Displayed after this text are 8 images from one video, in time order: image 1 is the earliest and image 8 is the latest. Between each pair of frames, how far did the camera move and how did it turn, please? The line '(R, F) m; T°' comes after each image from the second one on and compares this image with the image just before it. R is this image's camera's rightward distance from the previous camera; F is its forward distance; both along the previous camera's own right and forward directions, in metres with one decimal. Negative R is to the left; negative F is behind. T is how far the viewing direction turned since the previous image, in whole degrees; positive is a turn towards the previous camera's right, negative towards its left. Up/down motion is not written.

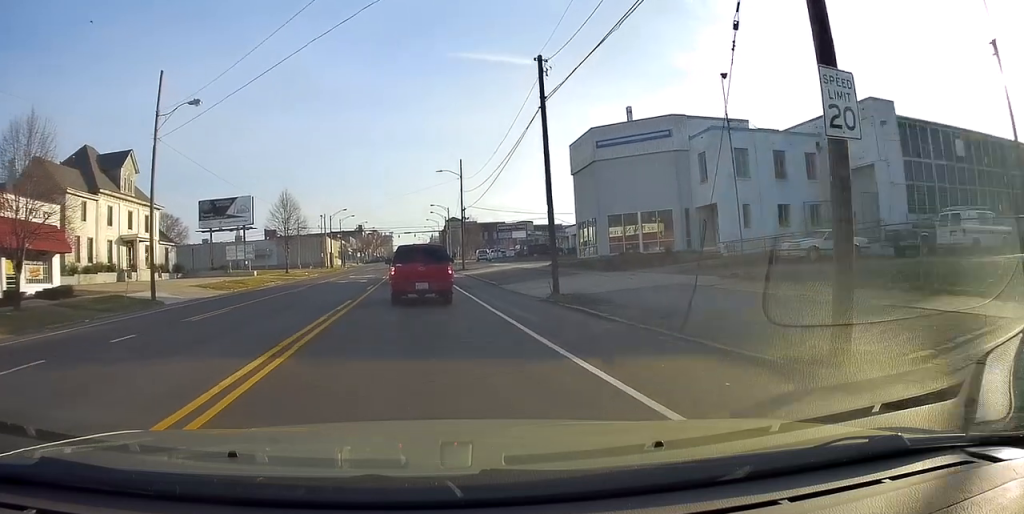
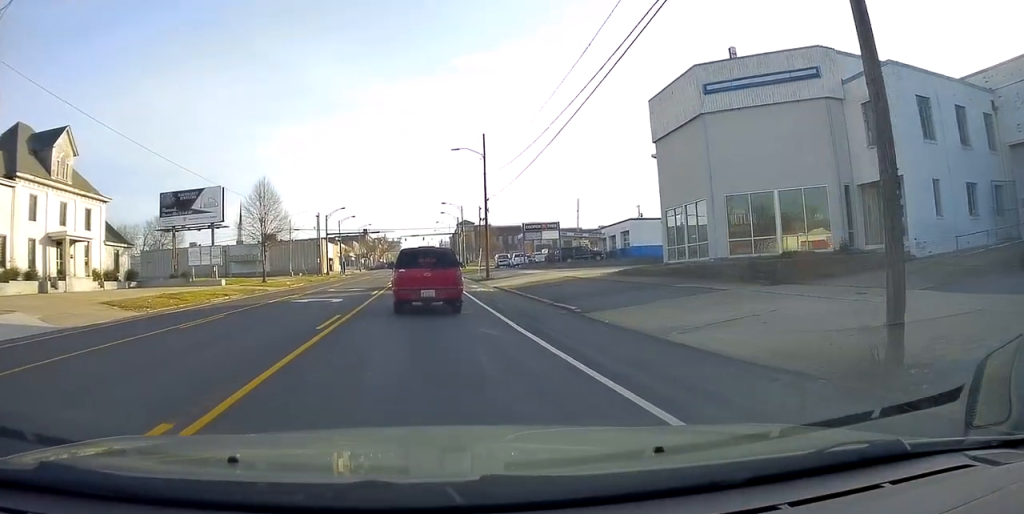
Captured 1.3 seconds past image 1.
(-0.2, +13.4) m; 0°
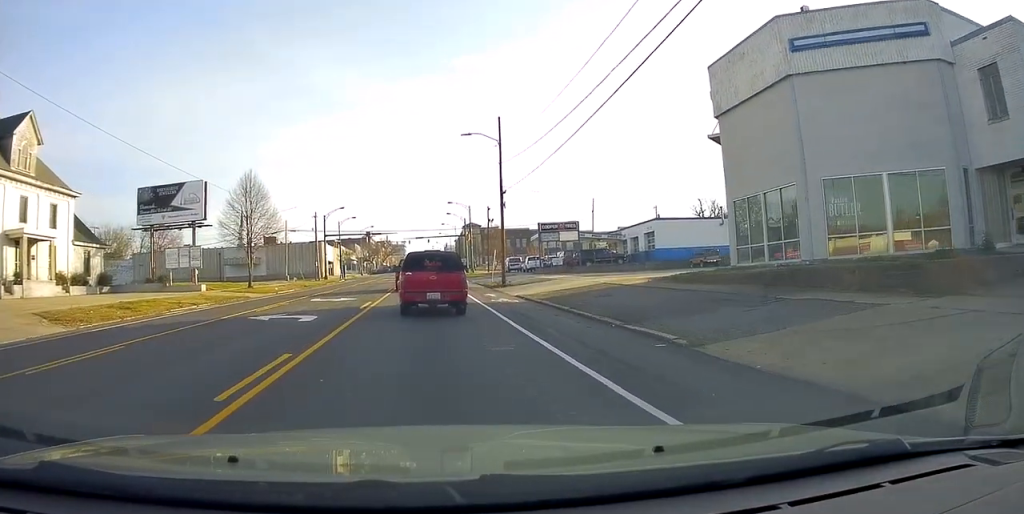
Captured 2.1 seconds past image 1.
(+0.2, +6.1) m; 0°
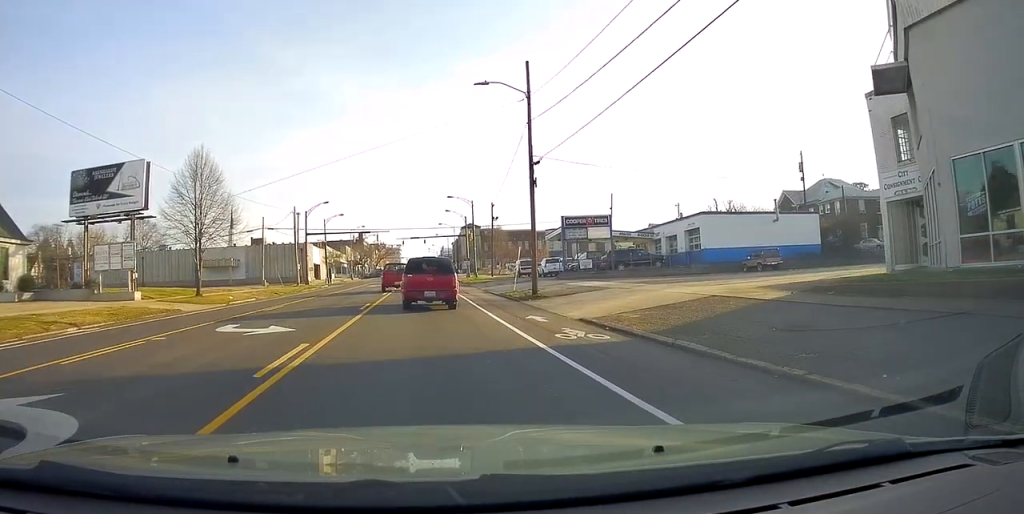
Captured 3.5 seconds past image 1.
(-0.3, +10.6) m; 0°
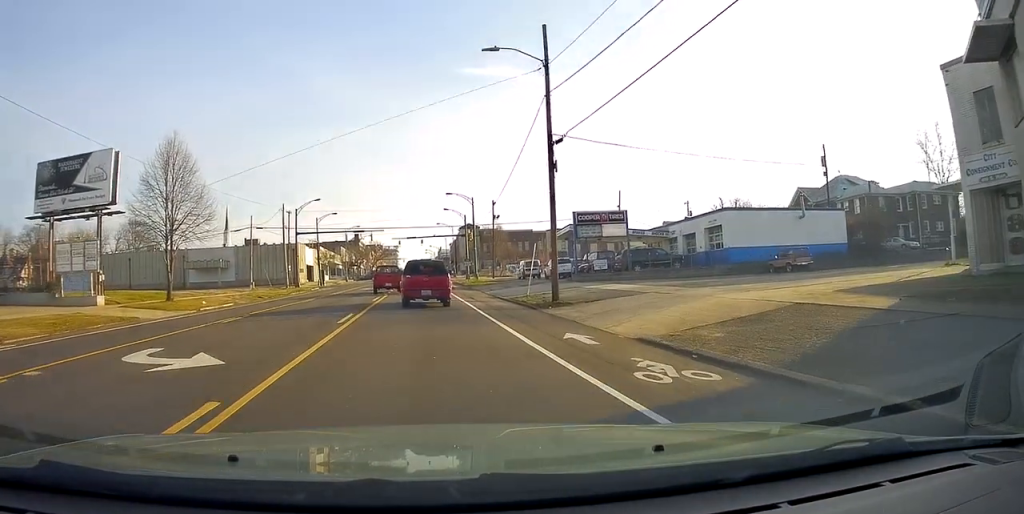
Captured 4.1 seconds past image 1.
(+0.3, +4.1) m; +1°
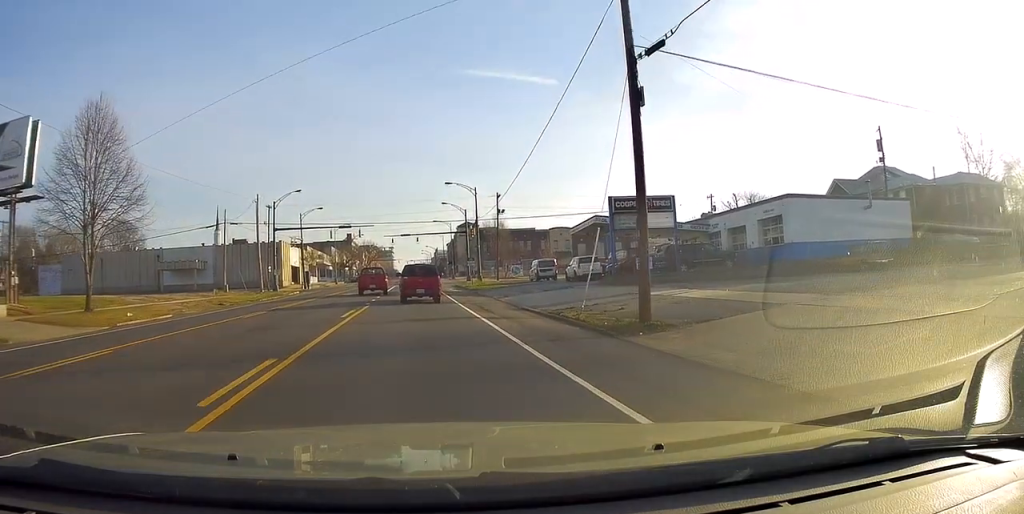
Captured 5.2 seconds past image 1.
(-0.1, +8.4) m; +1°
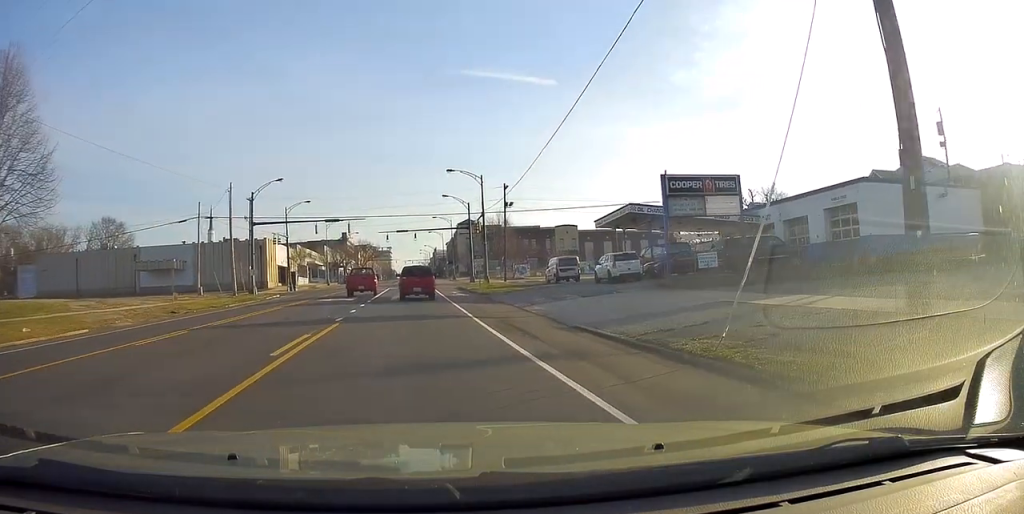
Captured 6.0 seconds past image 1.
(+0.2, +7.4) m; +2°
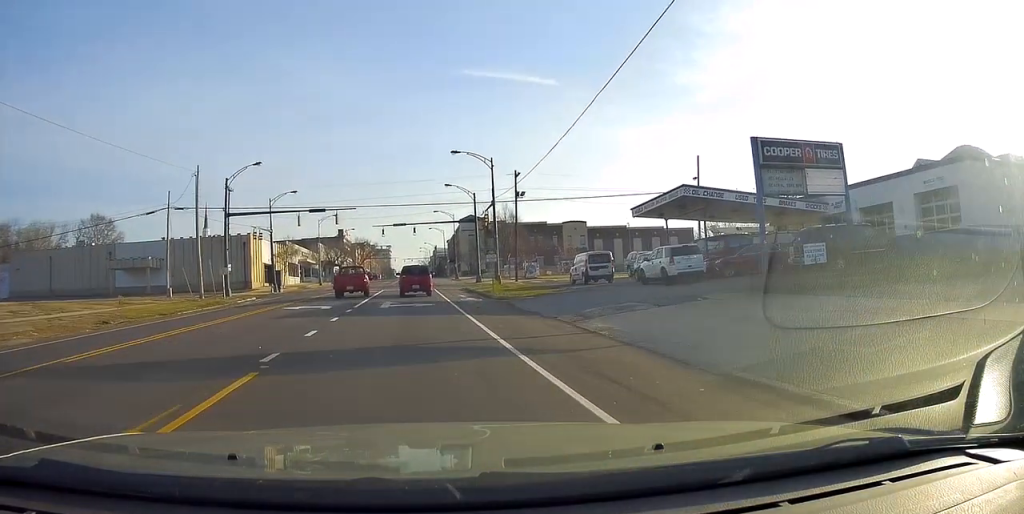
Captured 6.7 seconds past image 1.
(+0.2, +7.3) m; 0°
